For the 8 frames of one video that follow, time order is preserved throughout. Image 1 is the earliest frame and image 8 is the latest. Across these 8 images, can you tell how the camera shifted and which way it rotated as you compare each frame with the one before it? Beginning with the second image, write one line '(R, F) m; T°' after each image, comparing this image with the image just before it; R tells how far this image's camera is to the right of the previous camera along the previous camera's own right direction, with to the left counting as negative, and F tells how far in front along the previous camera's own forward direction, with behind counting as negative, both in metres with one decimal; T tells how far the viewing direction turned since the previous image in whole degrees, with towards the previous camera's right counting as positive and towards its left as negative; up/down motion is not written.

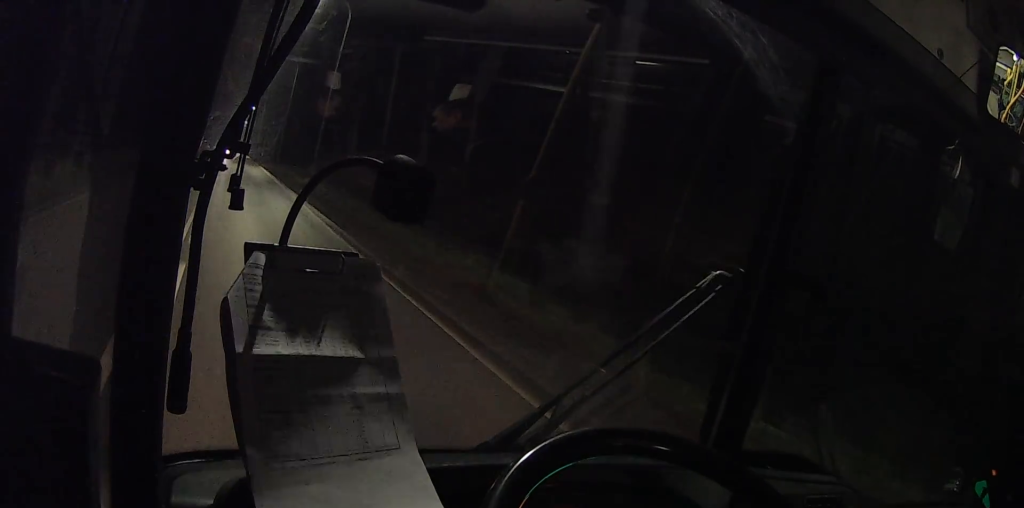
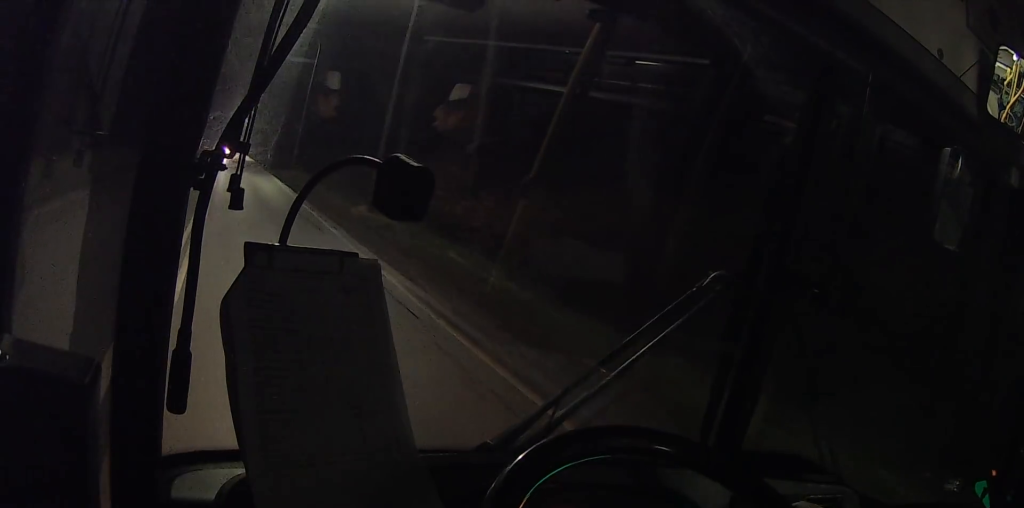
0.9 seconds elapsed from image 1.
(-0.1, +15.8) m; -1°
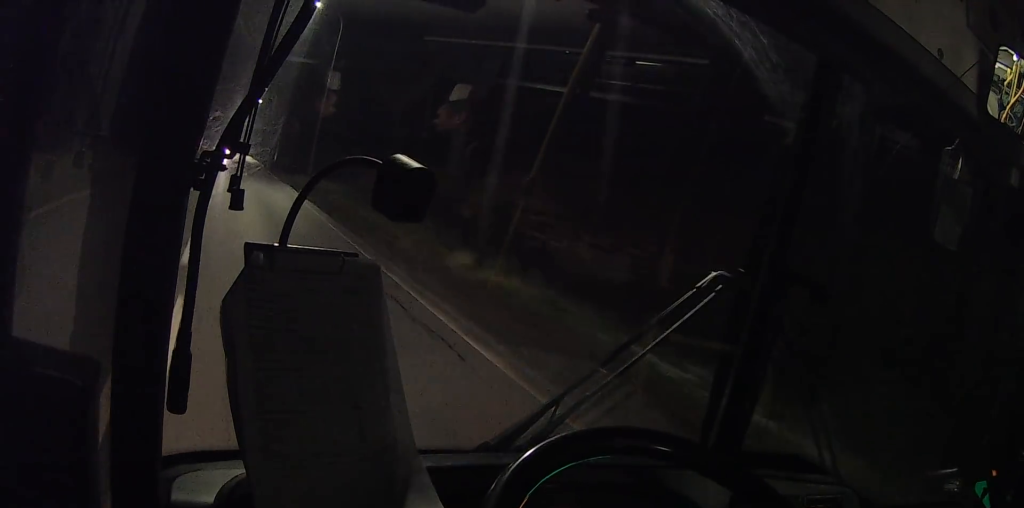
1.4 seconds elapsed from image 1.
(0.0, +9.7) m; 0°
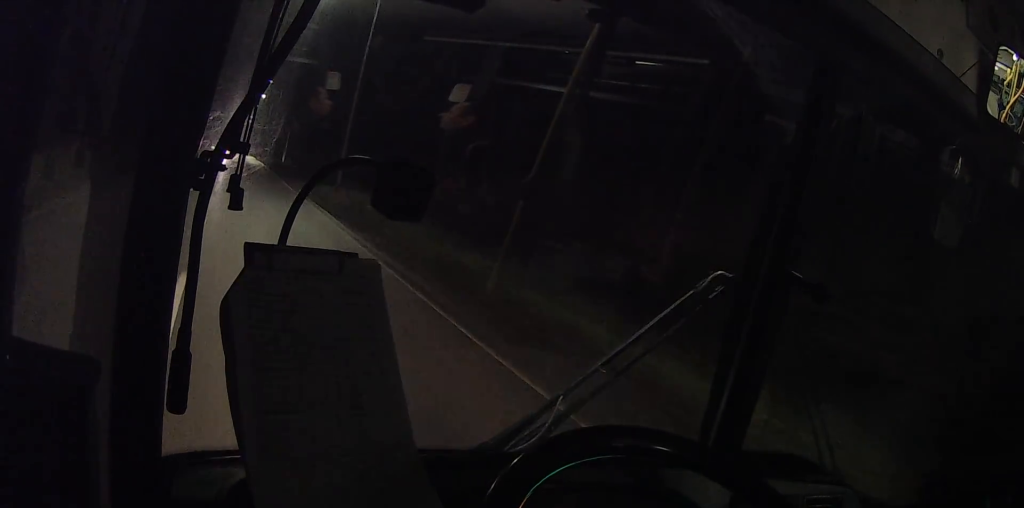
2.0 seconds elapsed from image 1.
(0.0, +10.9) m; 0°
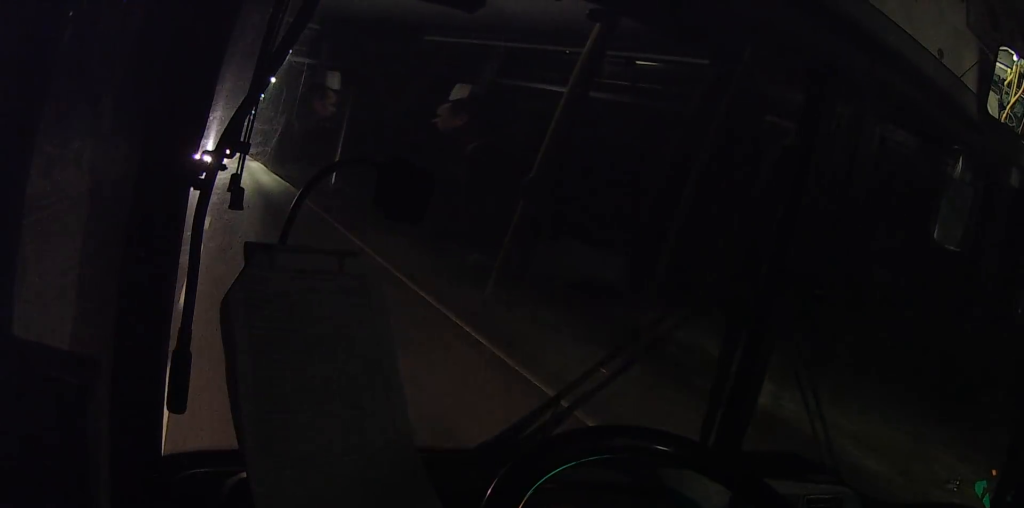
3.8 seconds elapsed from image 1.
(0.0, +33.1) m; 0°
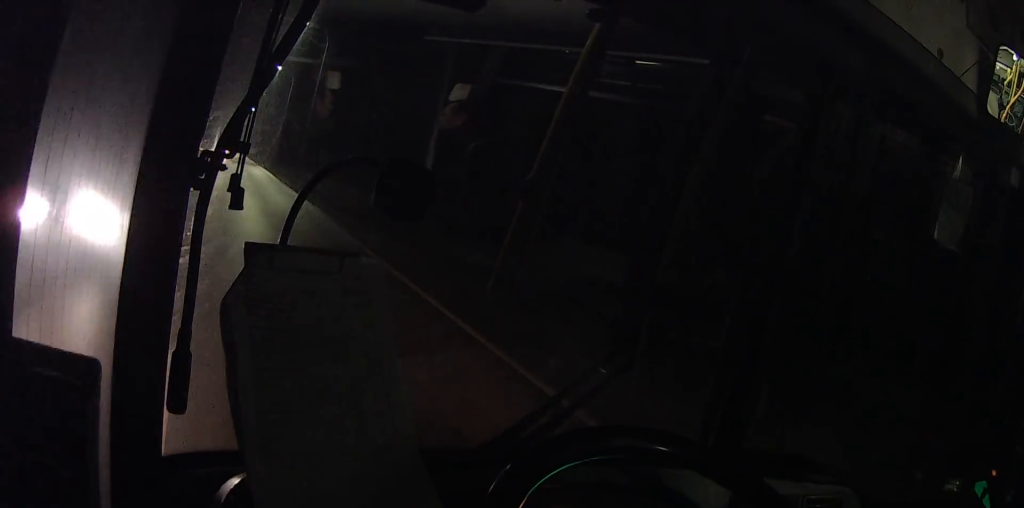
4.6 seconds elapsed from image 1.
(0.0, +15.4) m; 0°
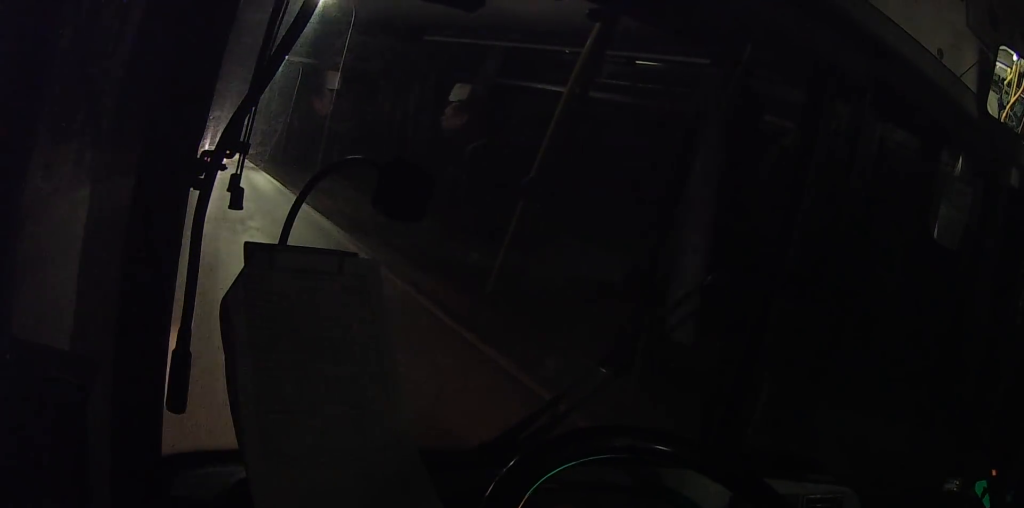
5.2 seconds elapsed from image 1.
(0.0, +11.1) m; 0°
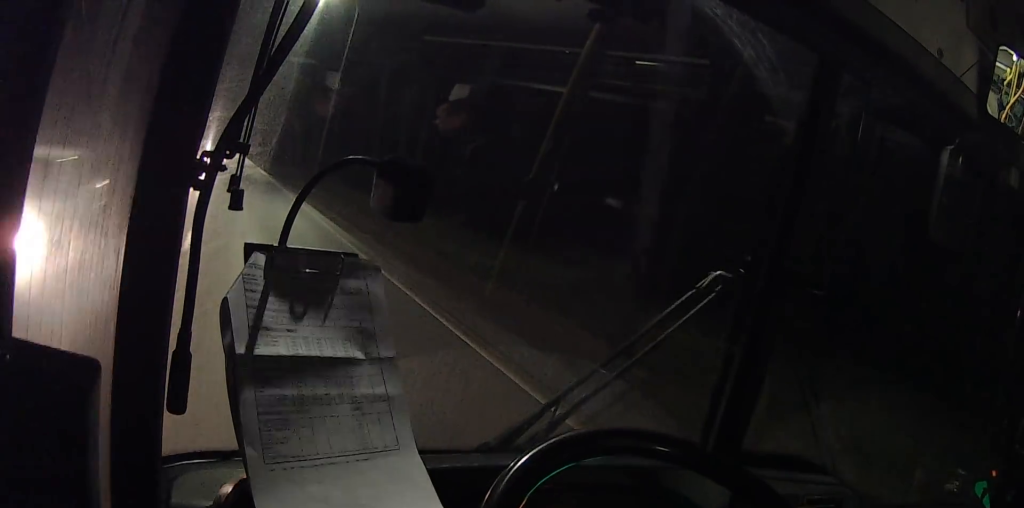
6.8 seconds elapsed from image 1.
(0.0, +29.5) m; 0°
